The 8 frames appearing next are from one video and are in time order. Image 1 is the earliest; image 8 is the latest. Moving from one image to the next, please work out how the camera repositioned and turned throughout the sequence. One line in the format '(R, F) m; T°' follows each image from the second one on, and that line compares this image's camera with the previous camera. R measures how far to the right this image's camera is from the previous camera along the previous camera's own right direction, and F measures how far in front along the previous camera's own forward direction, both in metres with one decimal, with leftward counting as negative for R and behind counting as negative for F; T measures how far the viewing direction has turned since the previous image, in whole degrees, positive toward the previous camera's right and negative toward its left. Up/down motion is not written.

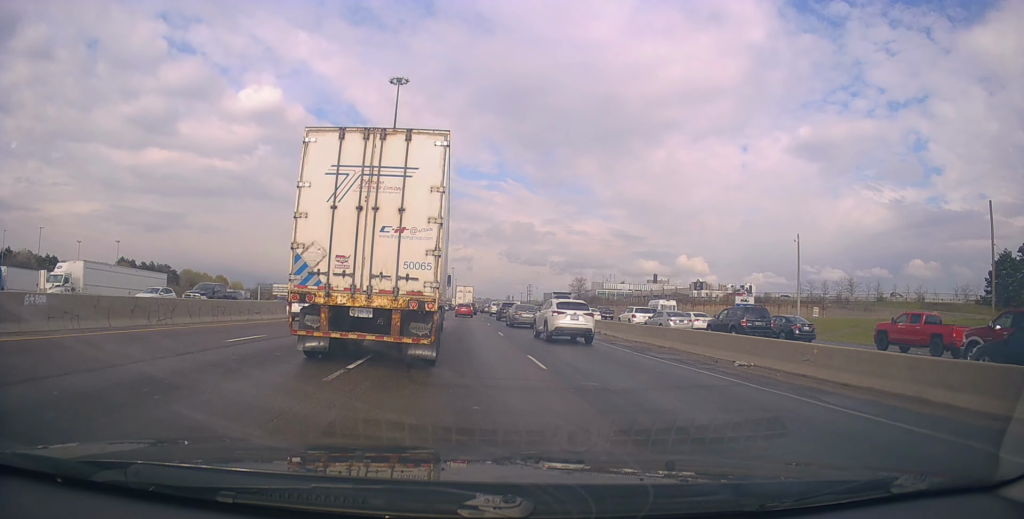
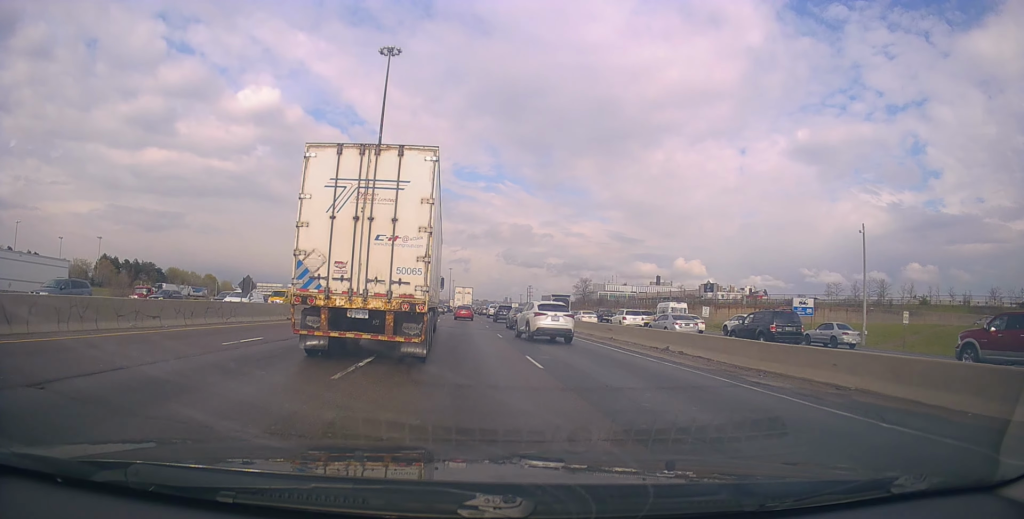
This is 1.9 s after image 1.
(-0.1, +11.6) m; -2°
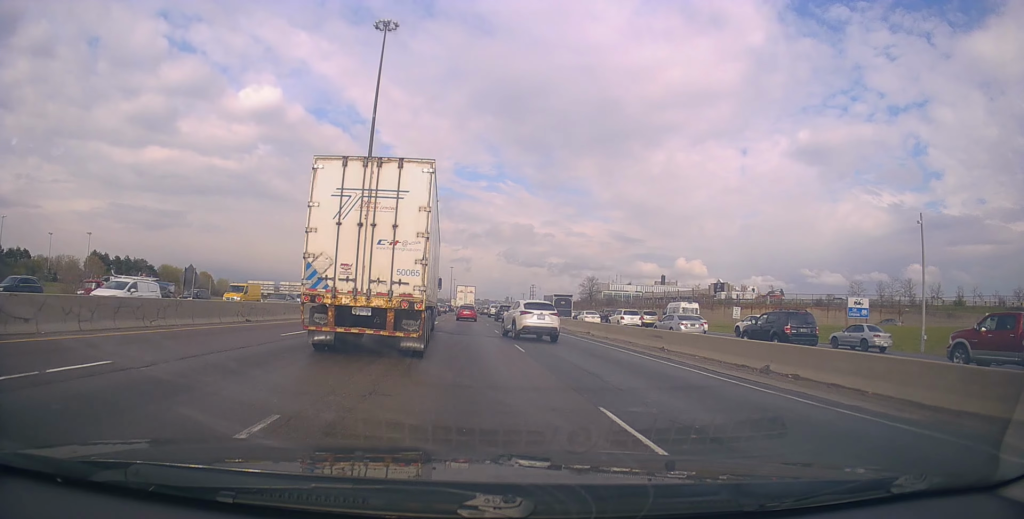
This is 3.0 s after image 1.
(+0.2, +7.7) m; 0°
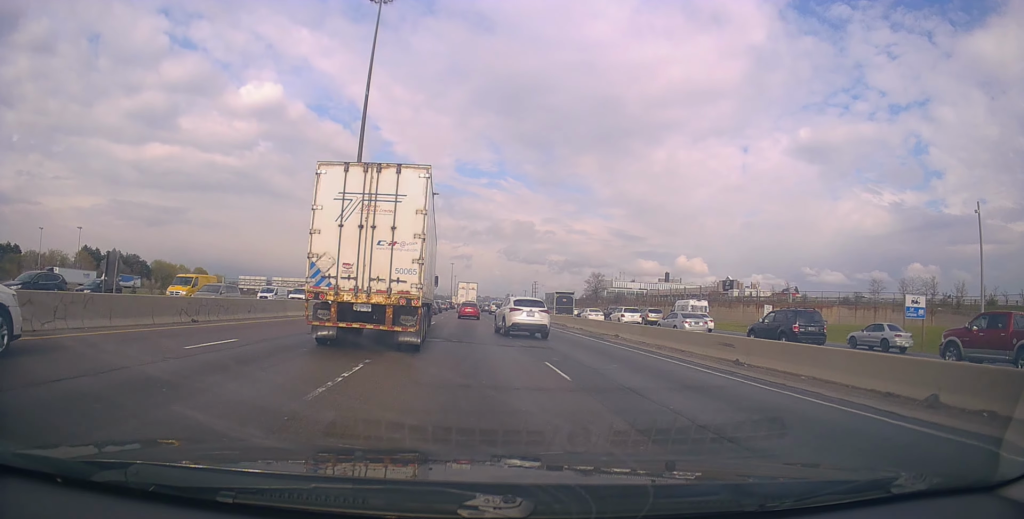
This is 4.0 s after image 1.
(0.0, +6.6) m; -2°
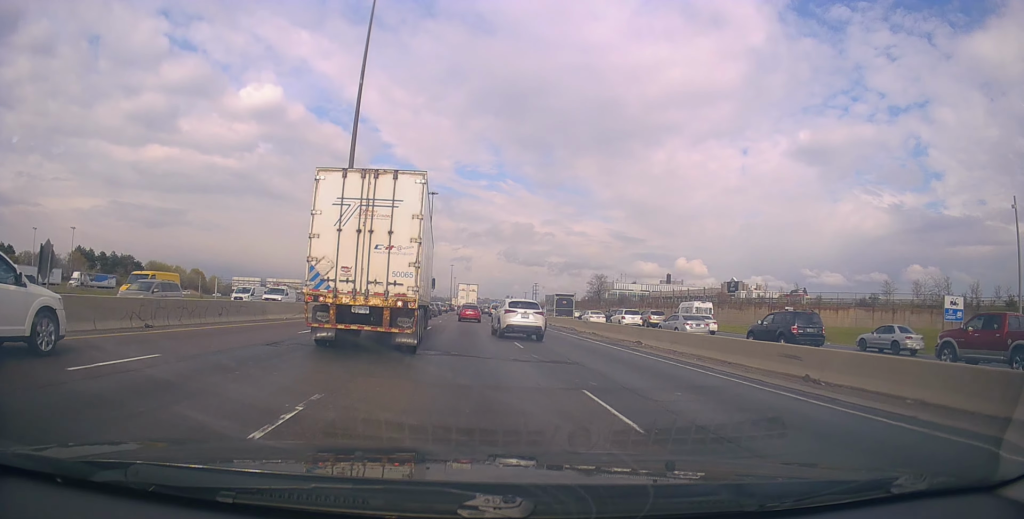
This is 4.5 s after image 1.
(-0.4, +4.0) m; +2°
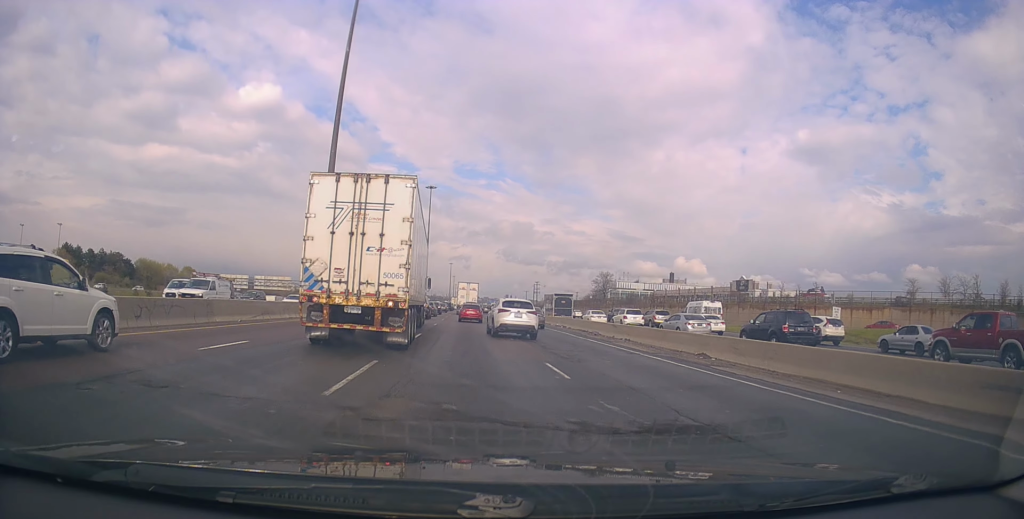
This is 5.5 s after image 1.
(+0.8, +7.6) m; +2°
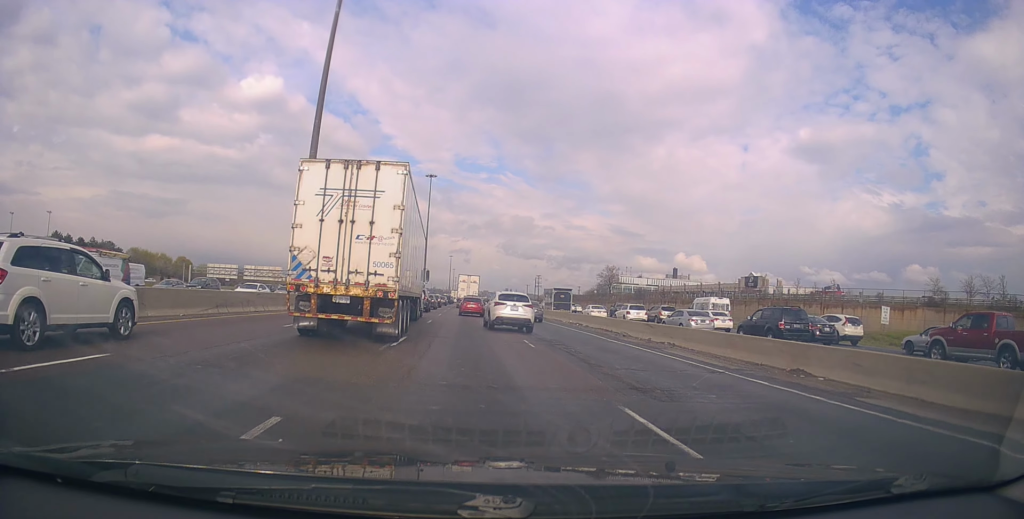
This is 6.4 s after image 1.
(-0.4, +6.3) m; -2°
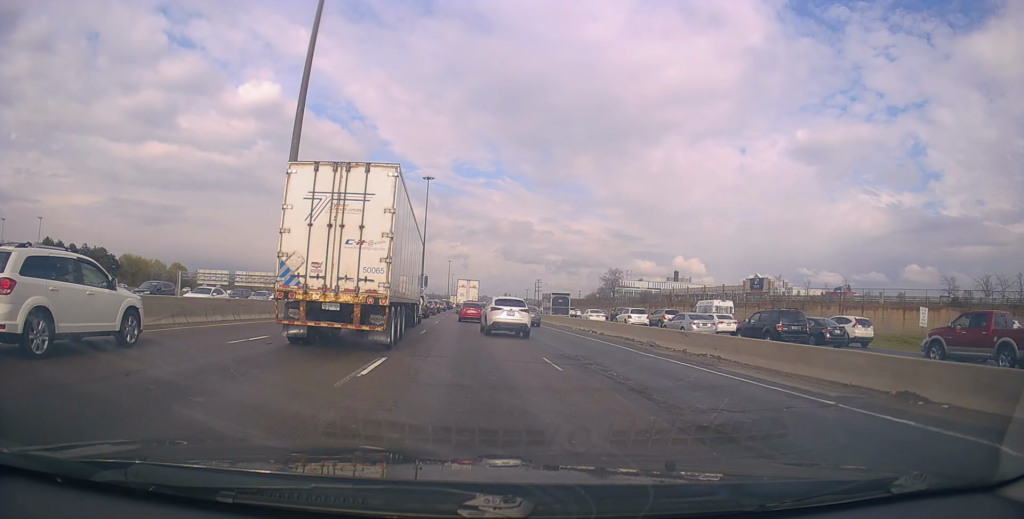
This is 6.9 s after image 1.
(-0.2, +4.3) m; -1°
